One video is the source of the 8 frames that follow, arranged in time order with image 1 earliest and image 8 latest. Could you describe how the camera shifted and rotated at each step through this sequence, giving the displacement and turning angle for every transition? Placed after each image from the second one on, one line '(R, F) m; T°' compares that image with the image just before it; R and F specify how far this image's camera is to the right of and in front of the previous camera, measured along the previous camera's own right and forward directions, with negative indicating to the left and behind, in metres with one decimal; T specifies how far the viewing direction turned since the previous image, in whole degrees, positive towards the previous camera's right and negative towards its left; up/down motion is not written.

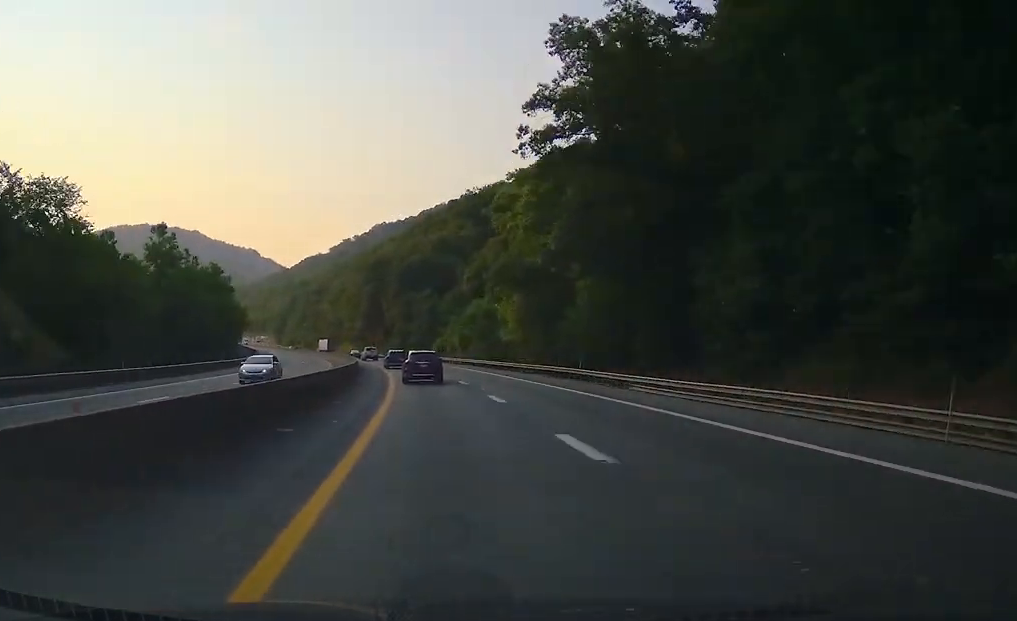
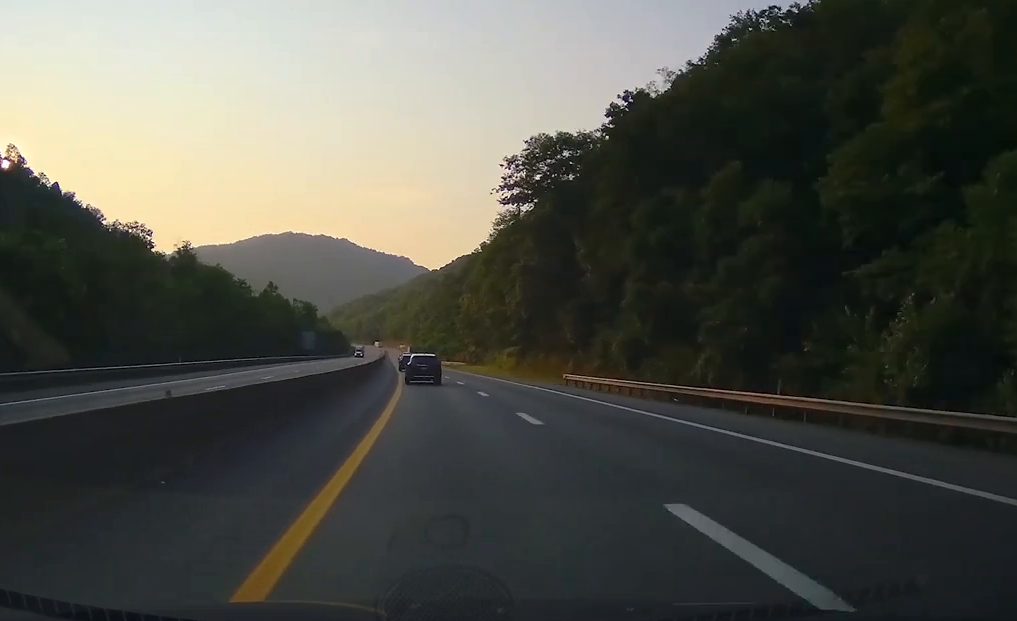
(-12.6, +117.7) m; -9°
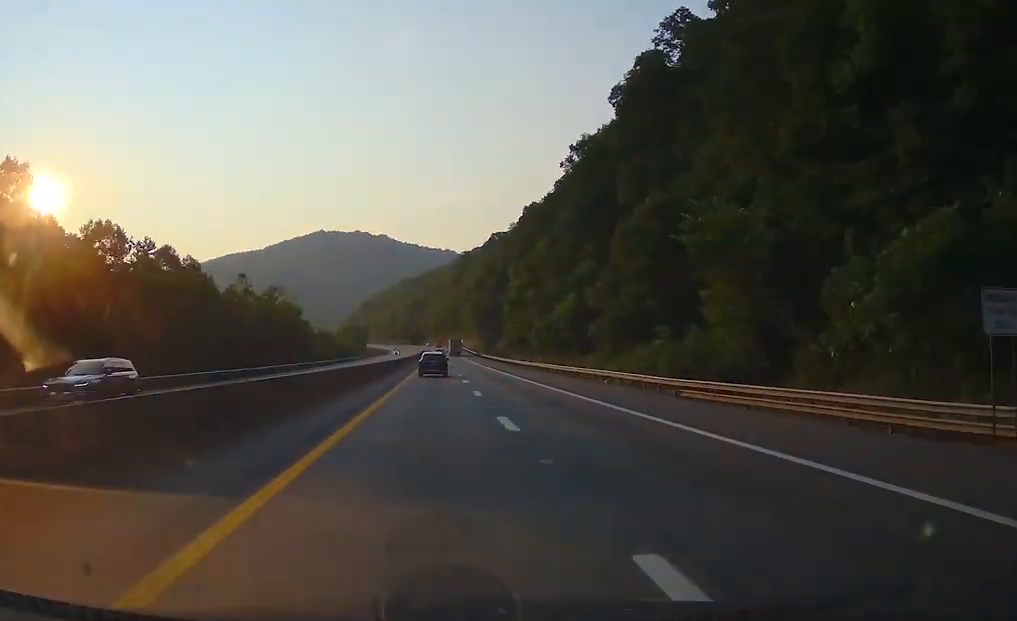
(-12.0, +222.1) m; -3°
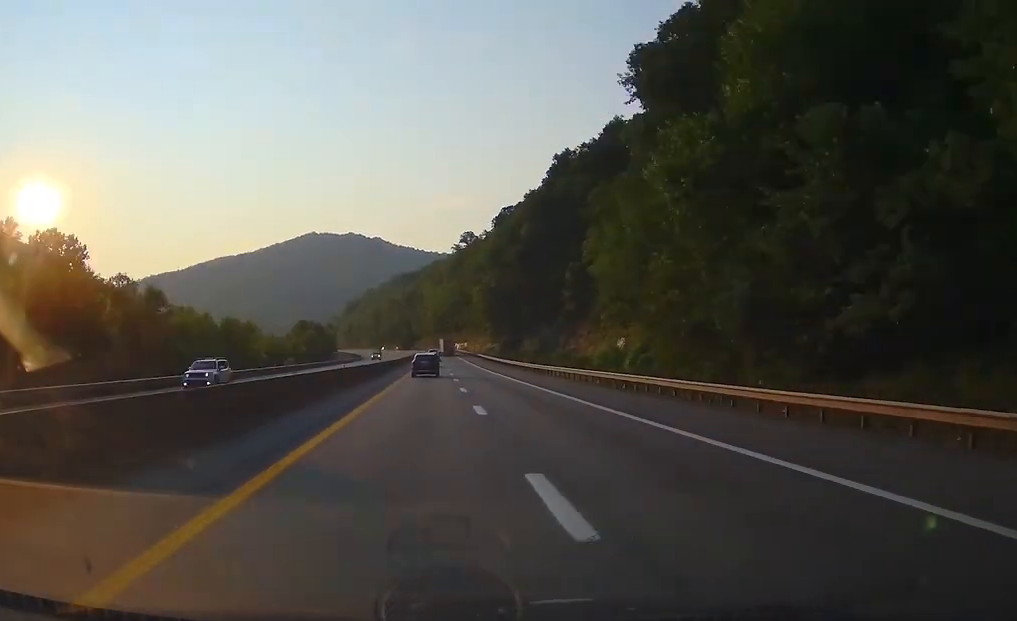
(+0.1, +81.1) m; -1°
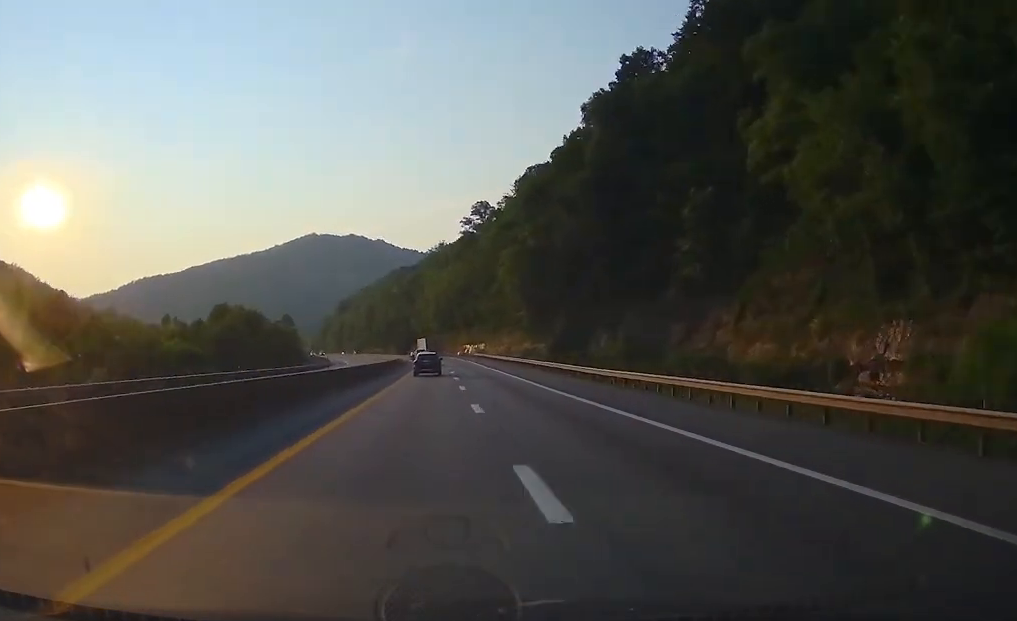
(+0.5, +72.5) m; -2°
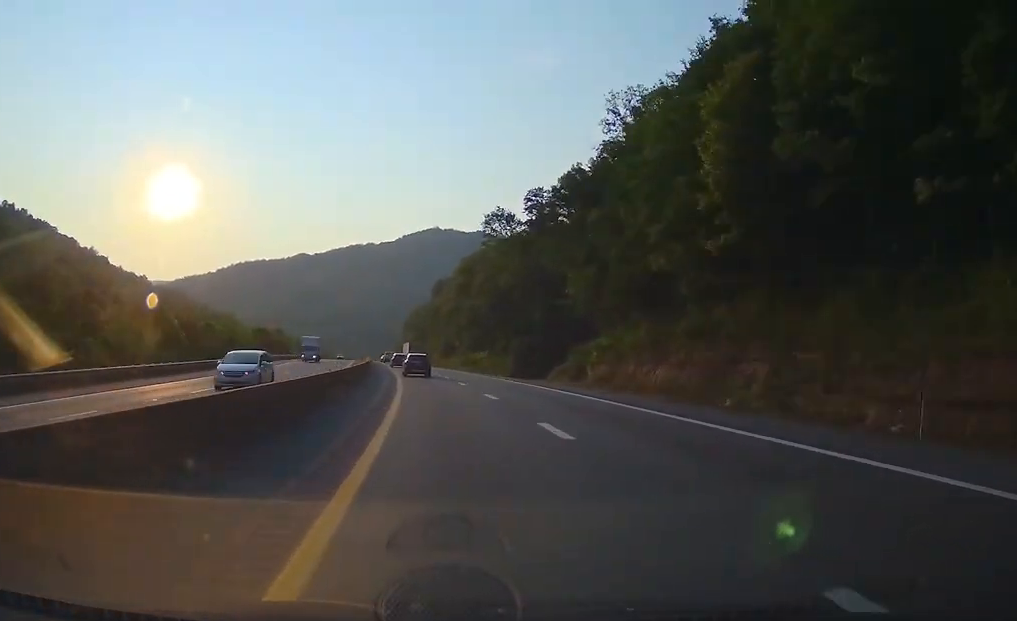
(-13.7, +176.0) m; -9°
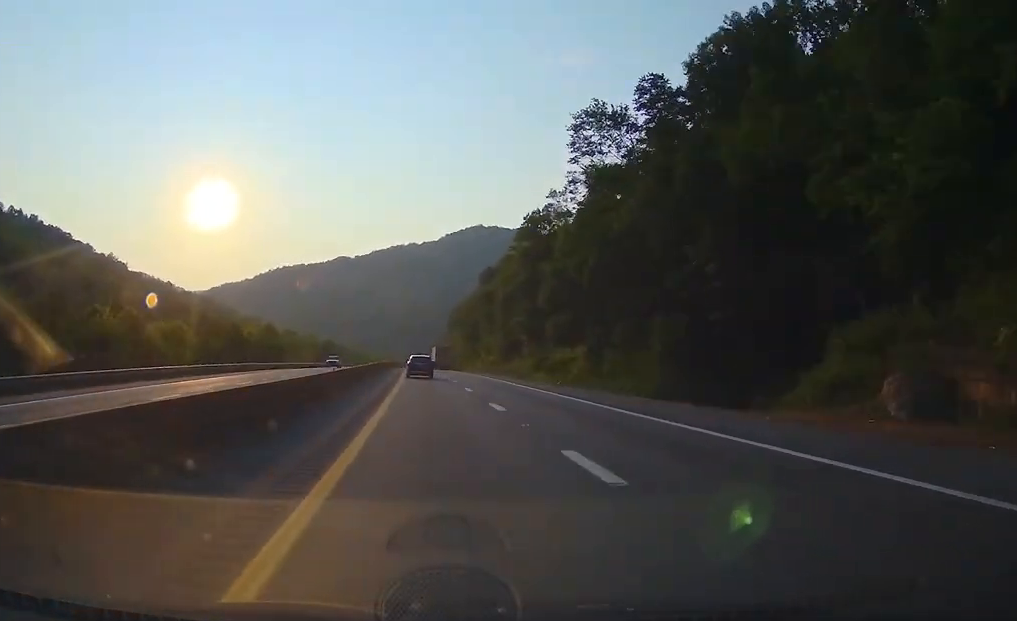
(-1.3, +54.5) m; -3°
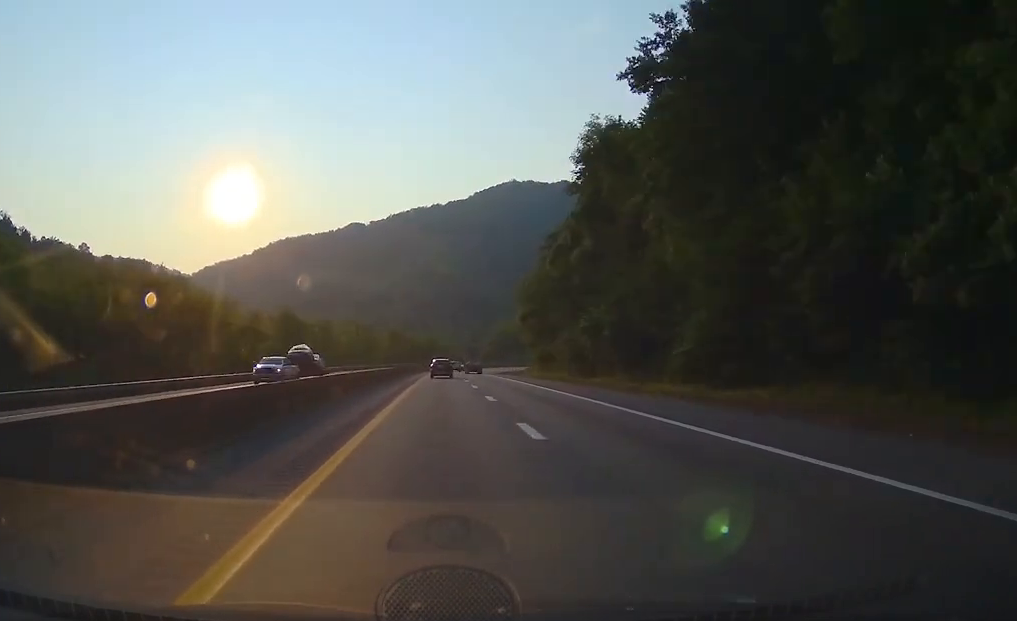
(-7.4, +242.8) m; 0°
